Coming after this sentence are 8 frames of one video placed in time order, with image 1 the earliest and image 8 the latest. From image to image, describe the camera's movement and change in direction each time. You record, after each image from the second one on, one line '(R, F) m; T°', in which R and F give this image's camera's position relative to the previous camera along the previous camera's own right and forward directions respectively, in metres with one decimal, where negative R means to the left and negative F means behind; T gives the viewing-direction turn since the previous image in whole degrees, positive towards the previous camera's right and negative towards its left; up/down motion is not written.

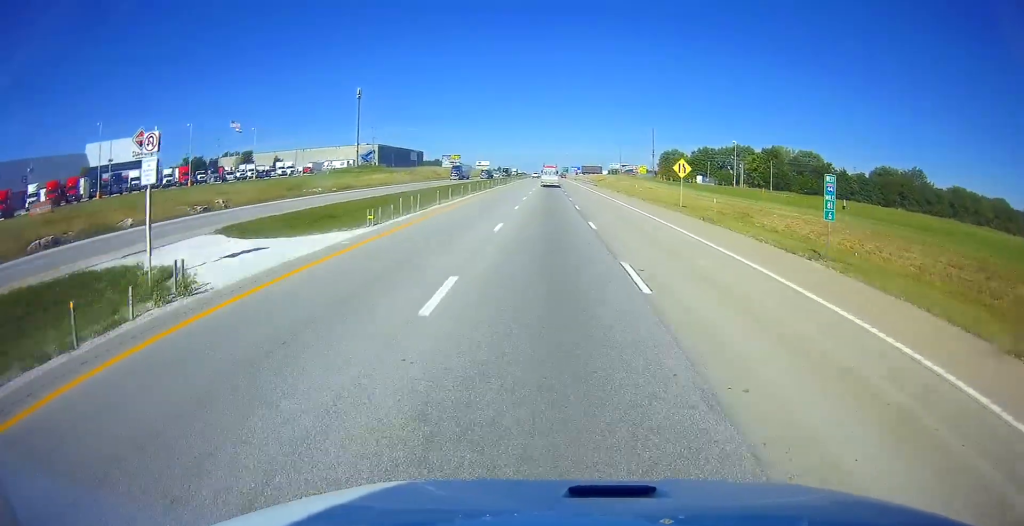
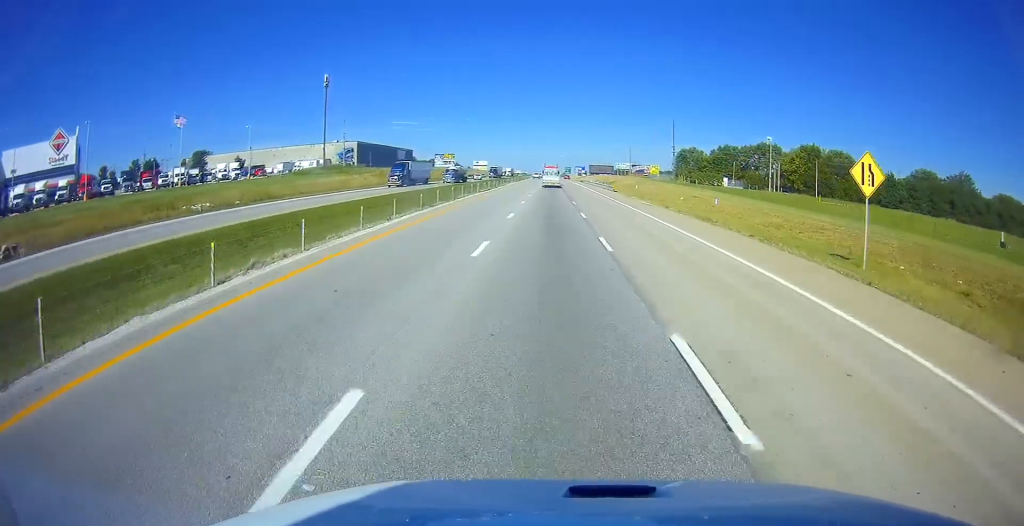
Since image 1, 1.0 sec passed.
(0.0, +30.5) m; 0°
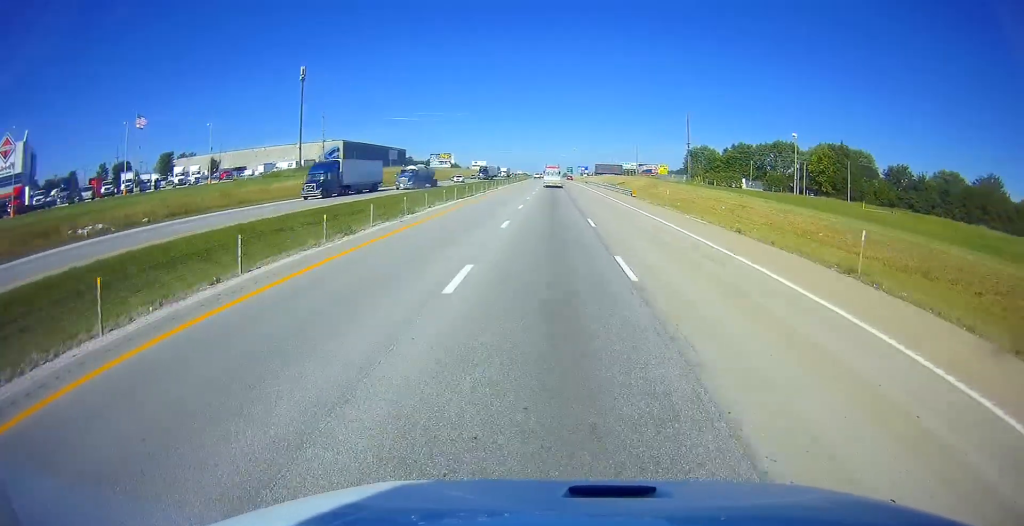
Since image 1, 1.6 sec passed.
(0.0, +16.7) m; 0°
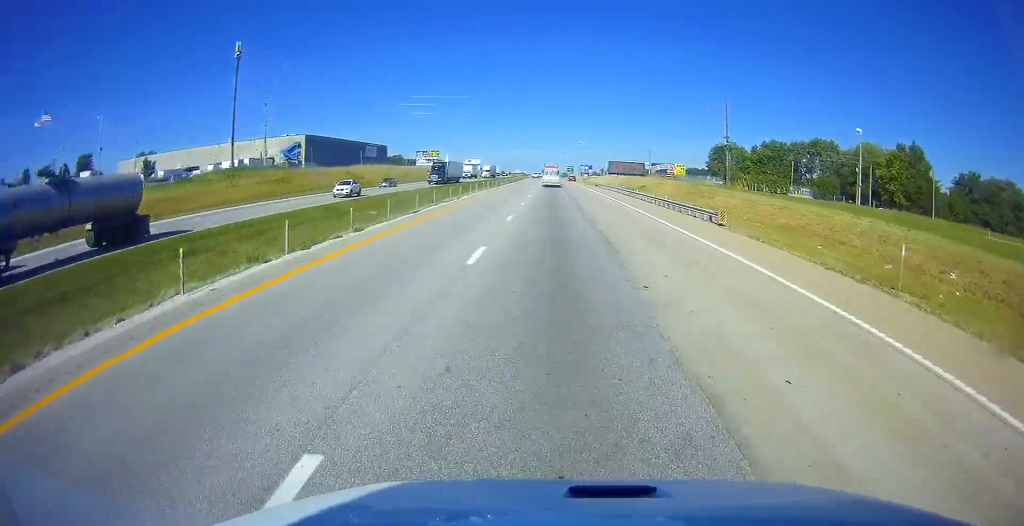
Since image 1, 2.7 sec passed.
(0.0, +33.5) m; 0°
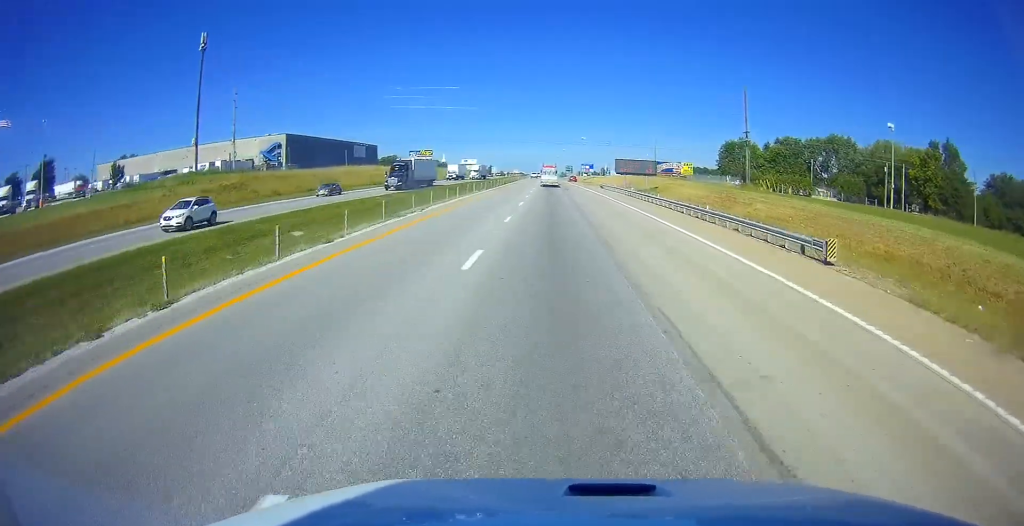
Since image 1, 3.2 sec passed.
(0.0, +12.8) m; 0°
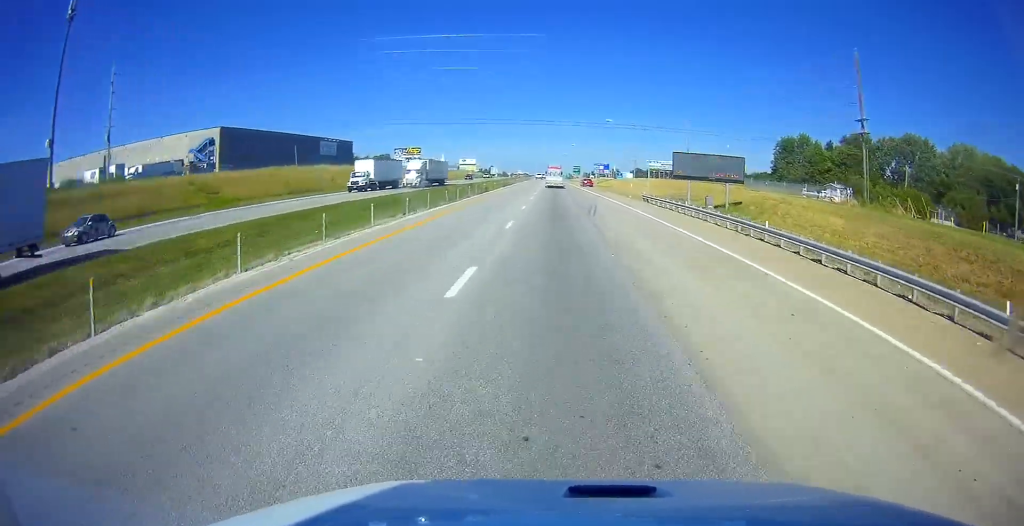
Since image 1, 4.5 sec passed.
(0.0, +39.4) m; 0°
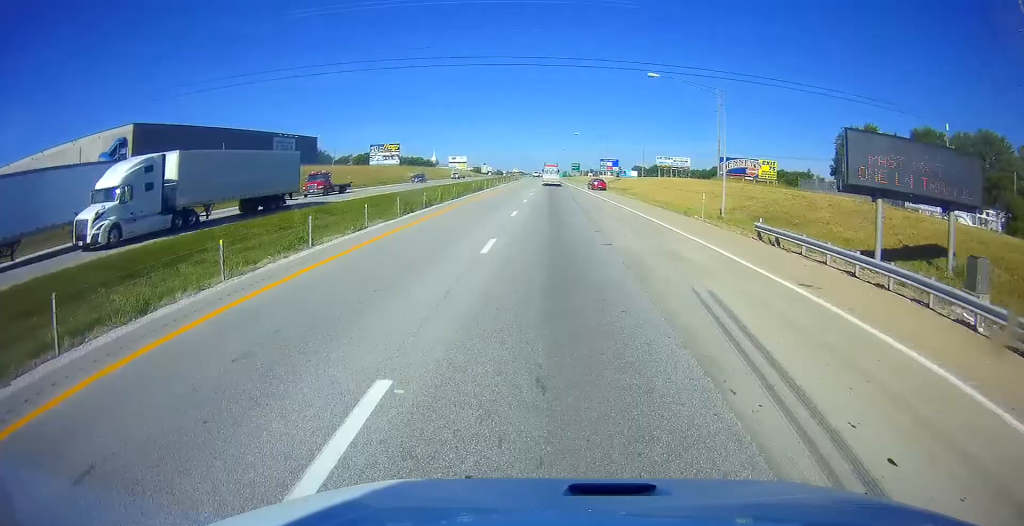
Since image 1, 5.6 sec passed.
(0.0, +31.5) m; 0°
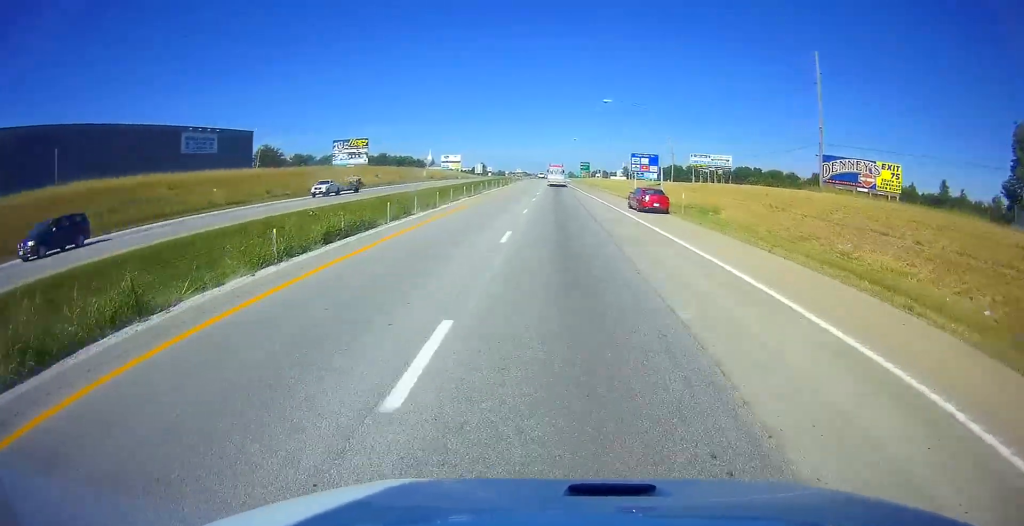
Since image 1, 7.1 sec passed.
(0.0, +46.4) m; 0°
